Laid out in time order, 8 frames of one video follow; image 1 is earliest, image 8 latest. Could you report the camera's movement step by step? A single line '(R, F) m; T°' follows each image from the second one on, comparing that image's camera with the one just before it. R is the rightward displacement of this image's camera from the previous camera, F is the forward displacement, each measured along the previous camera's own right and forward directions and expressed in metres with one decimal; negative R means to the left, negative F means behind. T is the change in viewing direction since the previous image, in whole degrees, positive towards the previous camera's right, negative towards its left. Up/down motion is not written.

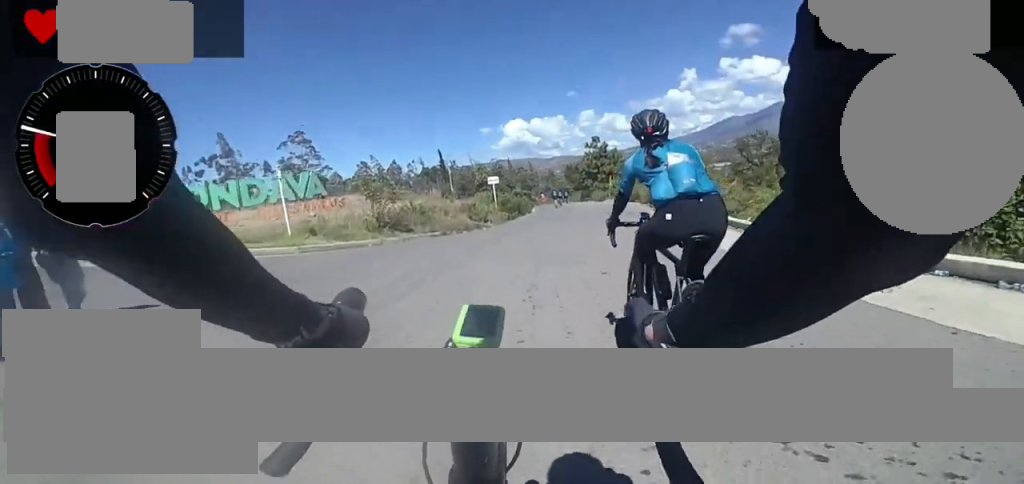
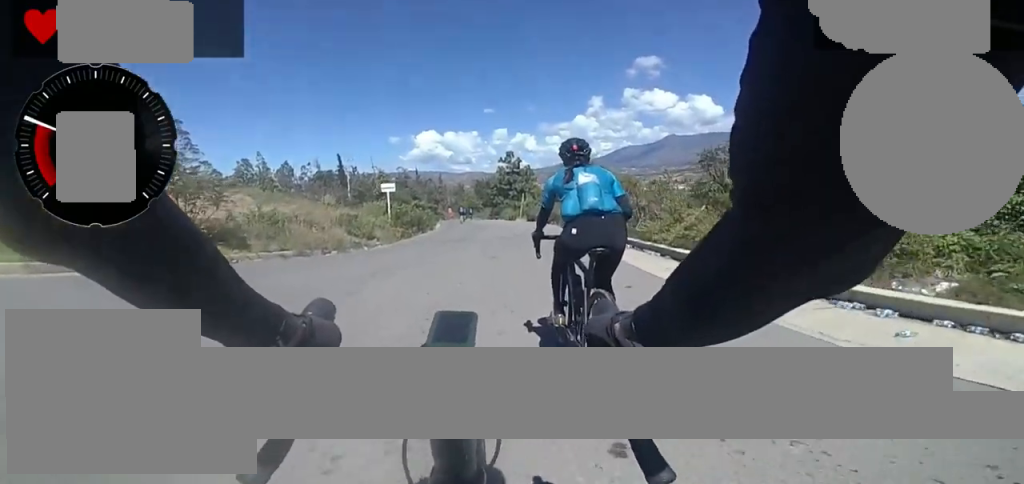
(+0.5, +3.1) m; +4°
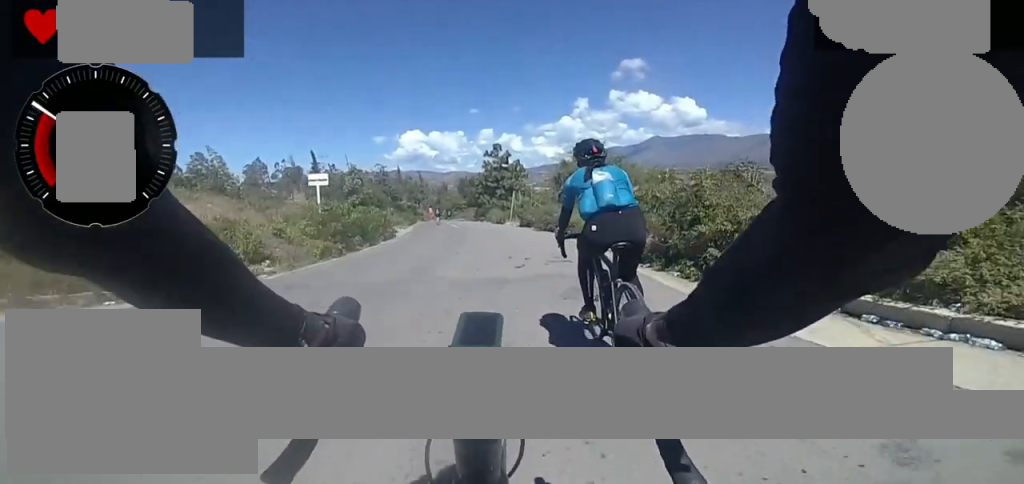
(-0.4, +5.8) m; 0°
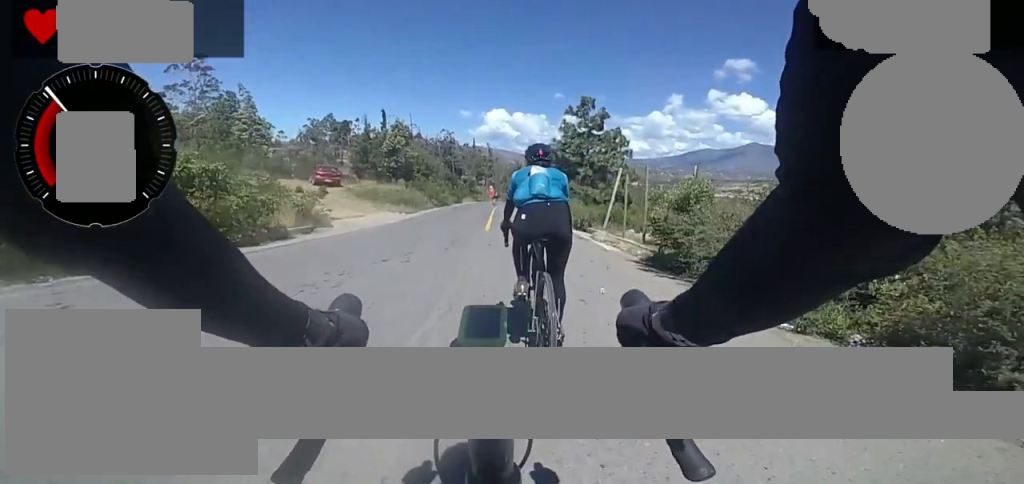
(-0.8, +14.2) m; -7°
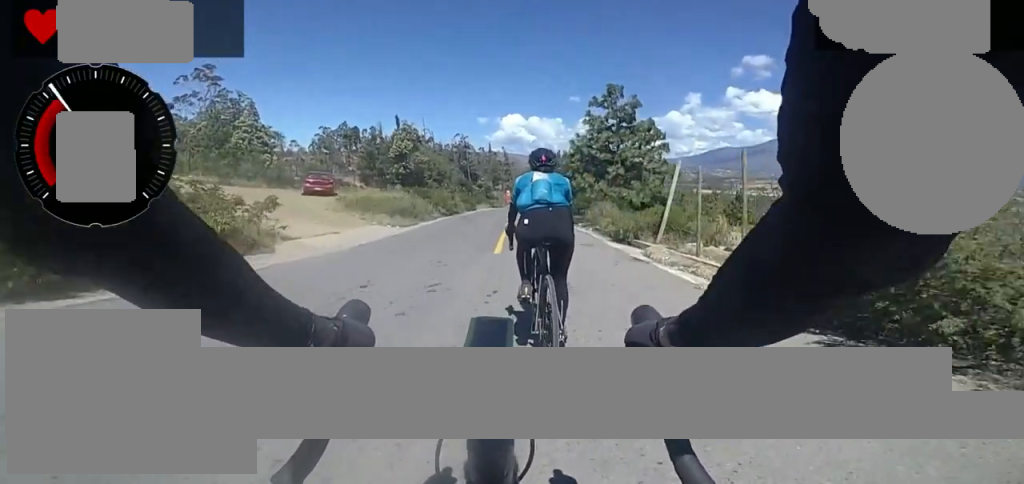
(0.0, +3.4) m; +1°
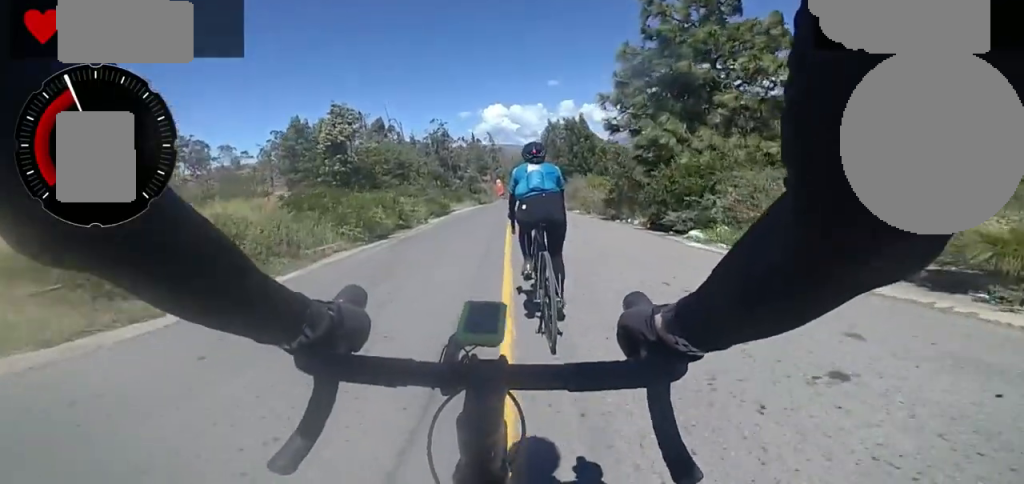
(+1.3, +11.9) m; +6°
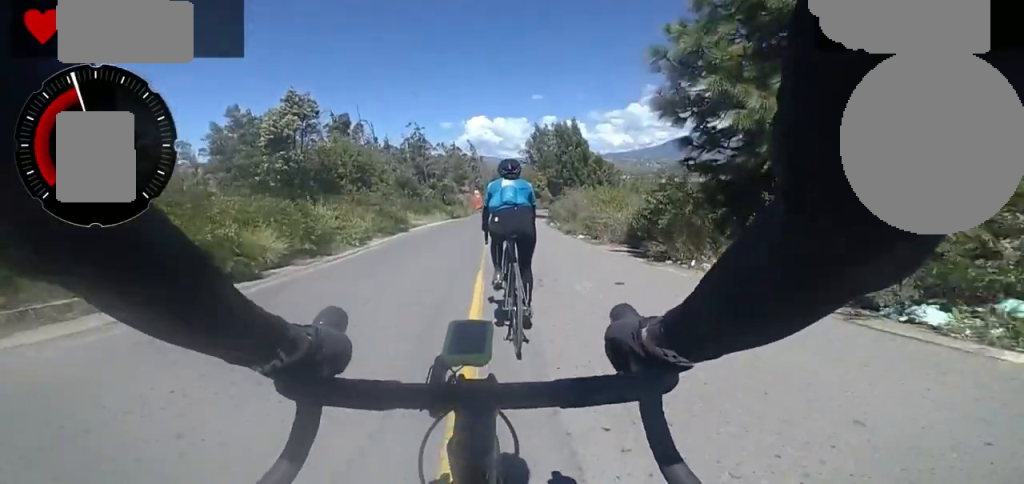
(+0.5, +4.8) m; -3°
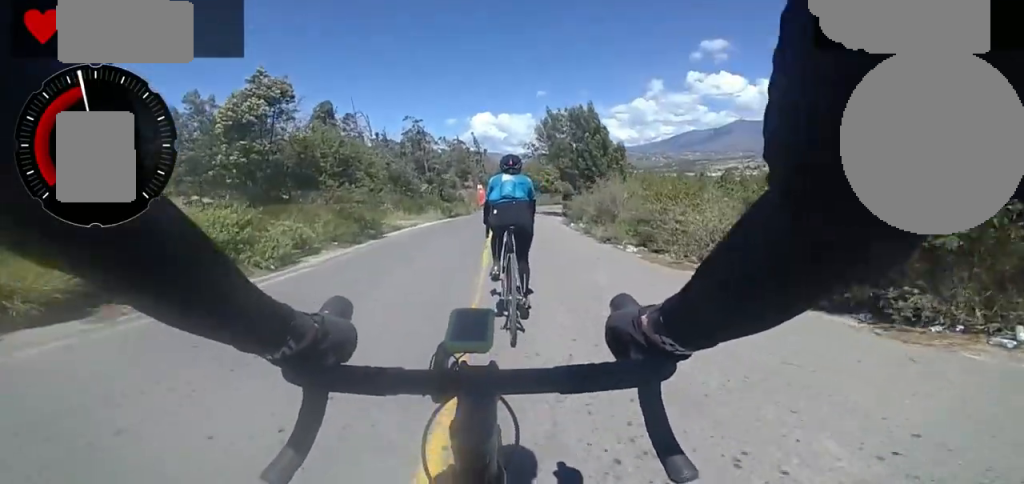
(-0.9, +4.4) m; -2°
